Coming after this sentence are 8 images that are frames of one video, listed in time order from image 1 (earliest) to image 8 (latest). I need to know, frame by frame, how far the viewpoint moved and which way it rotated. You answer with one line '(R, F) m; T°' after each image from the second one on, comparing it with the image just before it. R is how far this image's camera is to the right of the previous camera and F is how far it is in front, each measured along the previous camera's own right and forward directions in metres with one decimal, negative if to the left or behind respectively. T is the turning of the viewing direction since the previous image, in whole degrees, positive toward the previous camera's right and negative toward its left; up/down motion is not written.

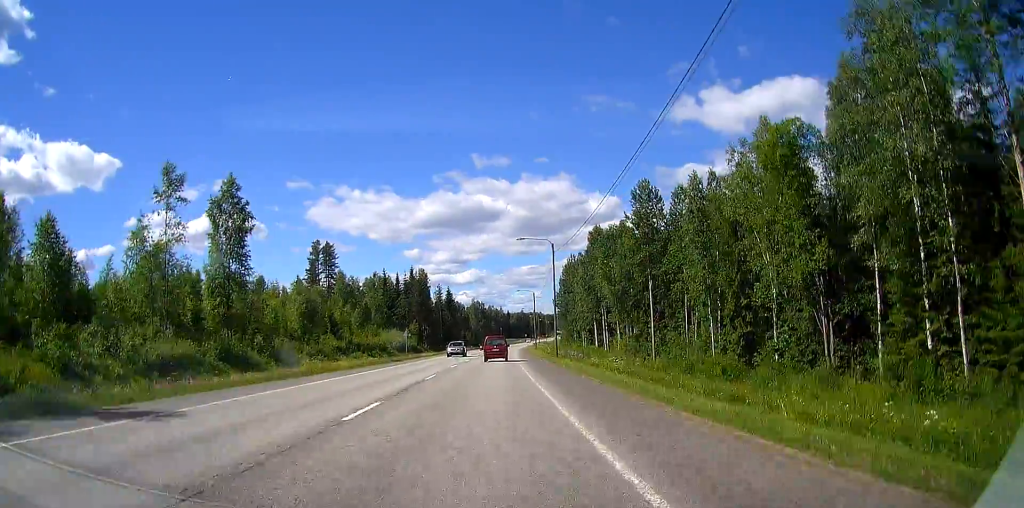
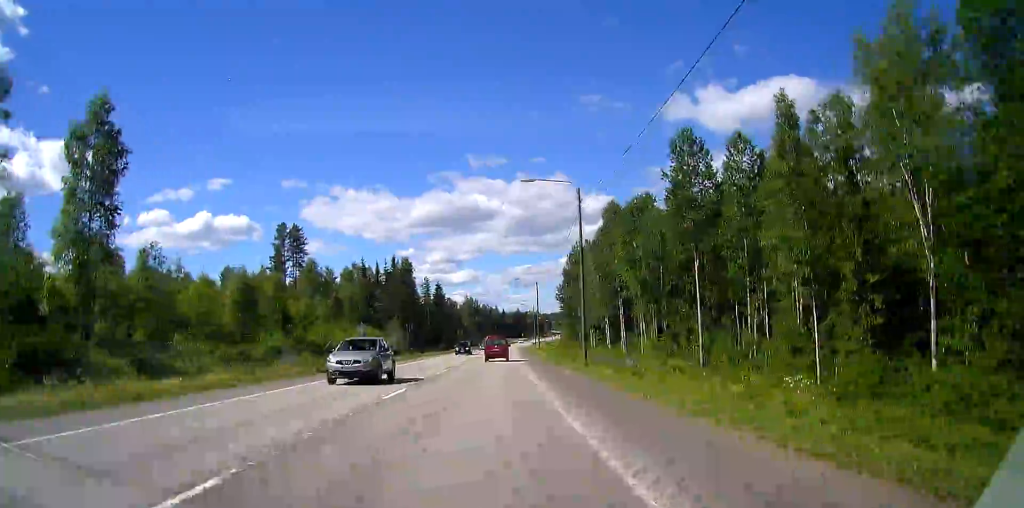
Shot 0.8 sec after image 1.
(+0.3, +19.8) m; +1°
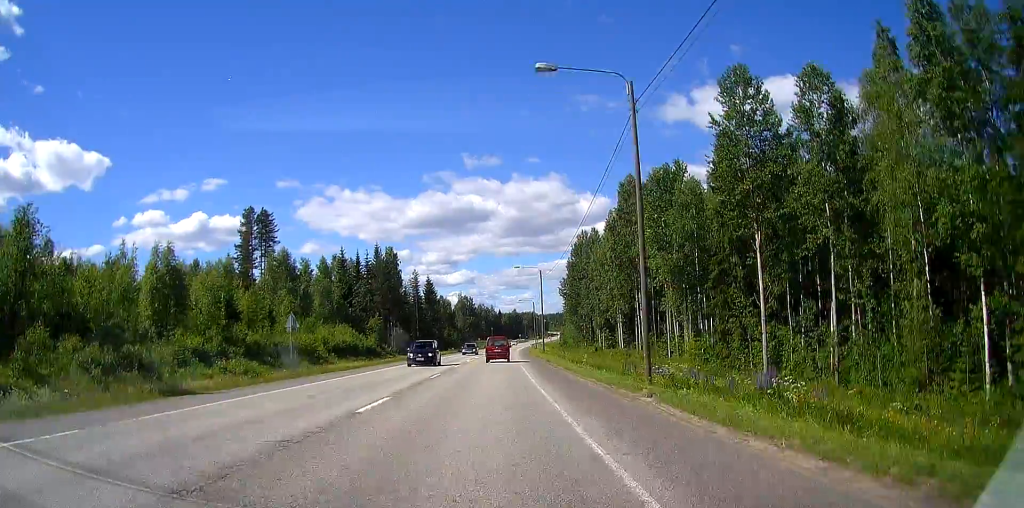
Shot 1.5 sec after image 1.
(0.0, +14.8) m; 0°
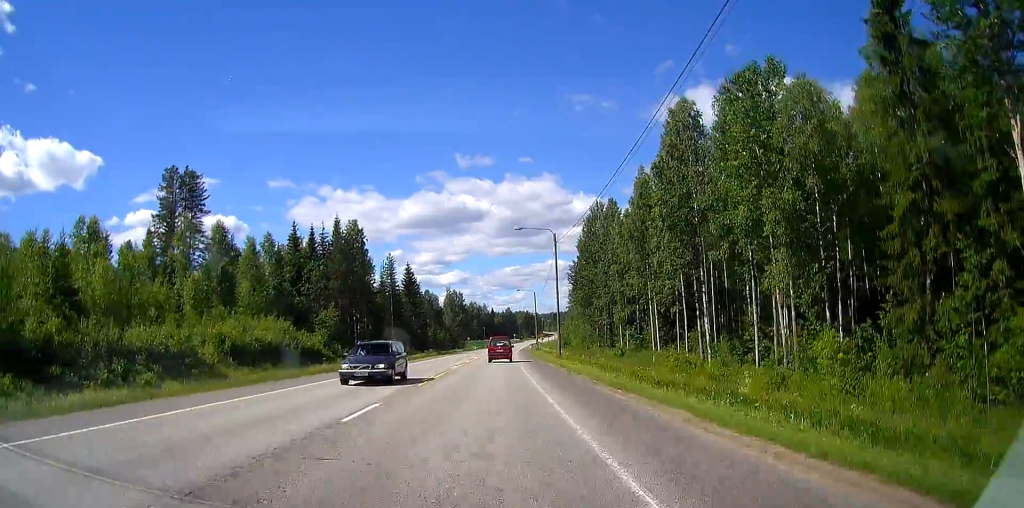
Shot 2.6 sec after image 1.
(0.0, +25.1) m; +1°
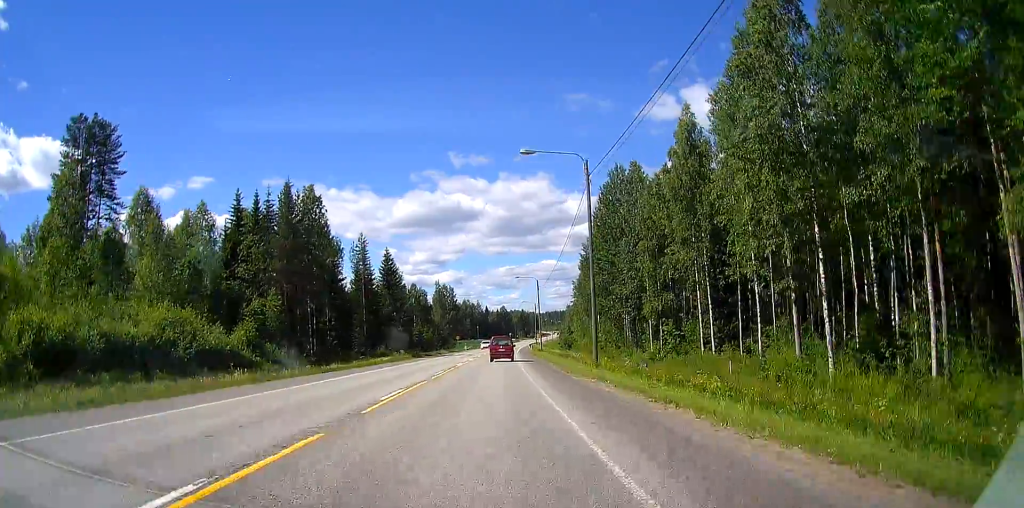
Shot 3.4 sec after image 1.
(+0.3, +19.6) m; +1°
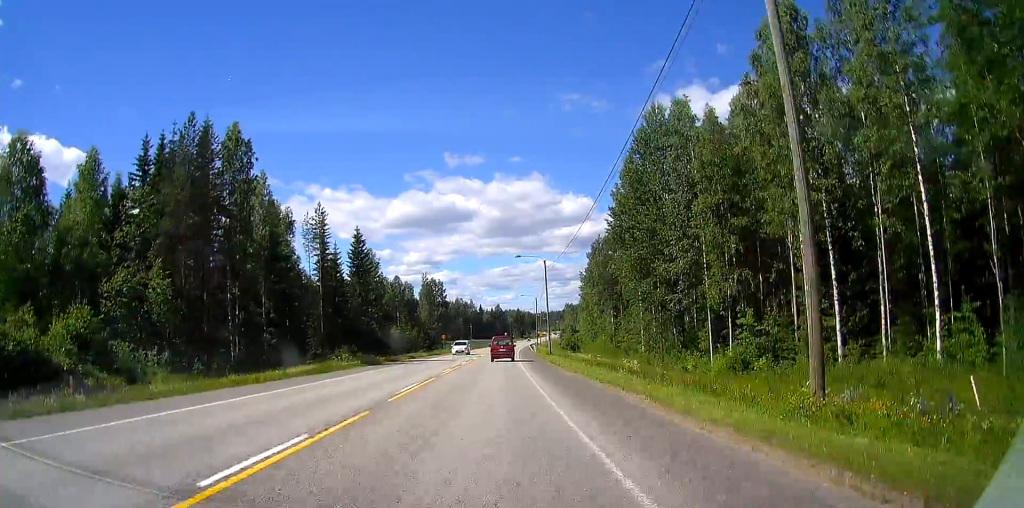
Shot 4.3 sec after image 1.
(+0.1, +20.5) m; 0°
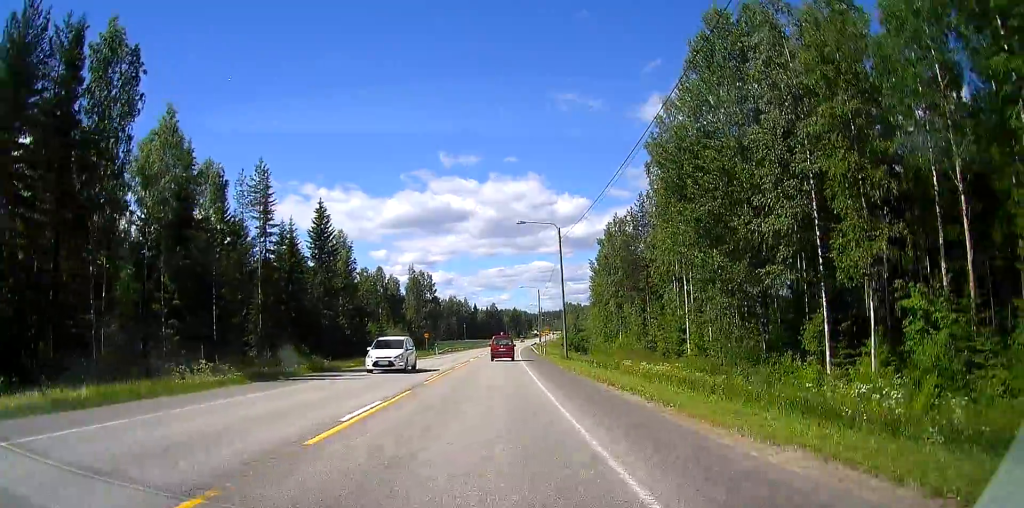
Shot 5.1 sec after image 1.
(0.0, +18.0) m; 0°
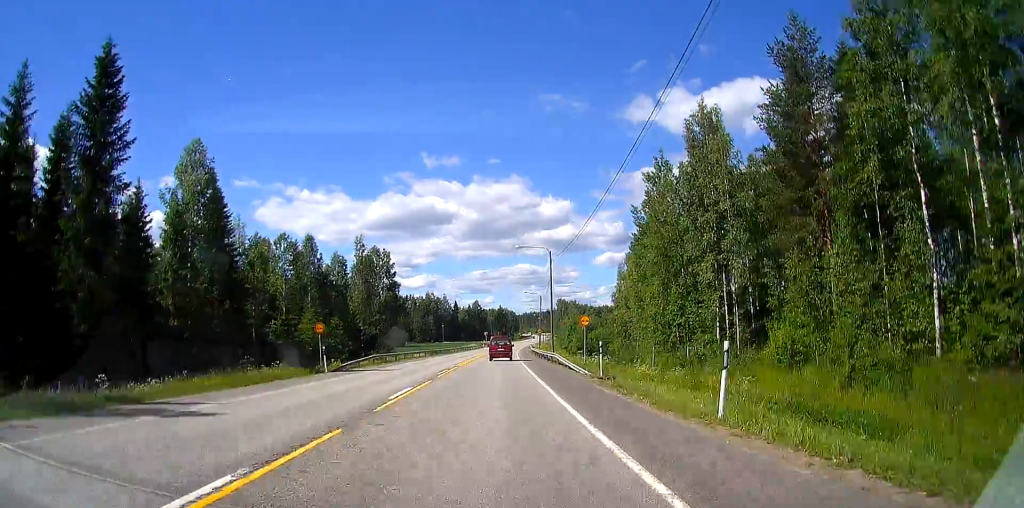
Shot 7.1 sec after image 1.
(+0.8, +41.8) m; +2°
